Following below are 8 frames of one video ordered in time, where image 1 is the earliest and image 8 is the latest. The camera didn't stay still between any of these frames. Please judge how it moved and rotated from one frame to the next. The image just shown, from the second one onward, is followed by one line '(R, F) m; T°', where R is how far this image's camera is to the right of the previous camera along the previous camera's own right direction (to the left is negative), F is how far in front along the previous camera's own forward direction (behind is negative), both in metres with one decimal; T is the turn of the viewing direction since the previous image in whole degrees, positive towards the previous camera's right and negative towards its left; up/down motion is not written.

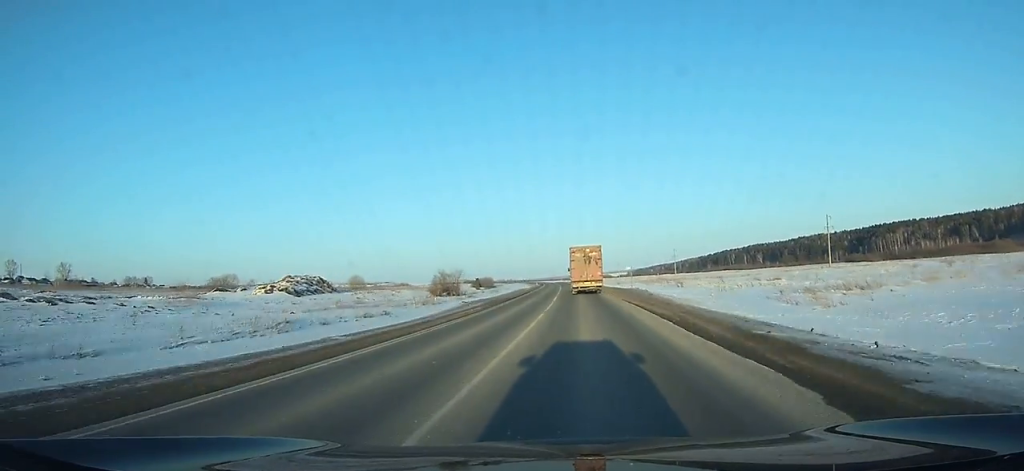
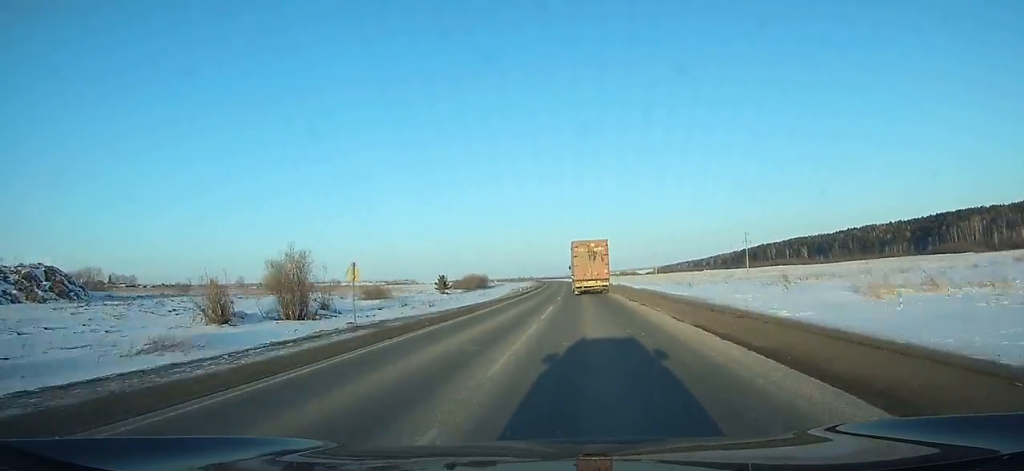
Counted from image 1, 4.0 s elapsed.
(-1.9, +90.5) m; -2°
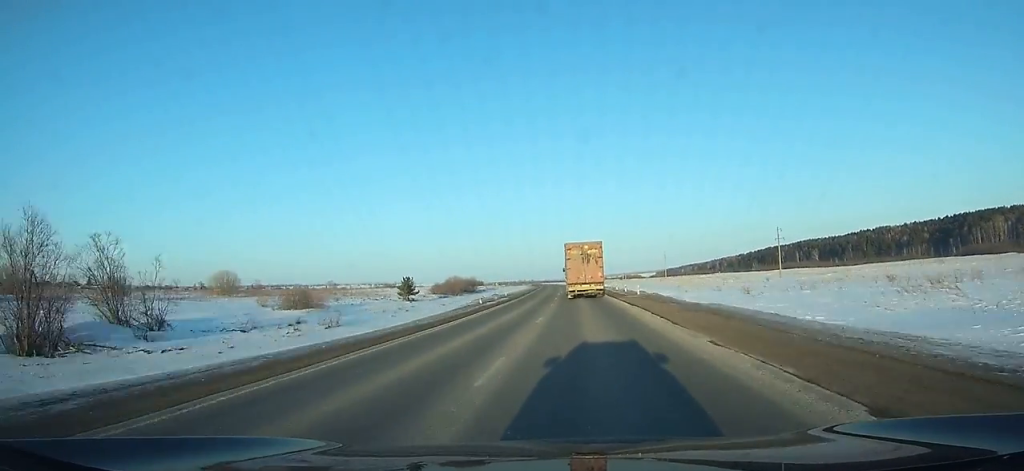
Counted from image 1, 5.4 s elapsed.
(-0.3, +31.9) m; -1°
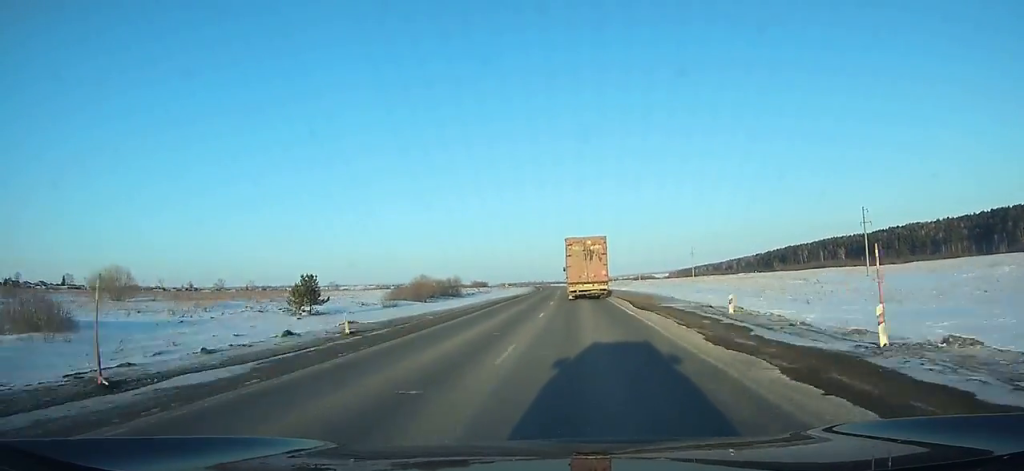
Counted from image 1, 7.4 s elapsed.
(-0.2, +45.8) m; -1°
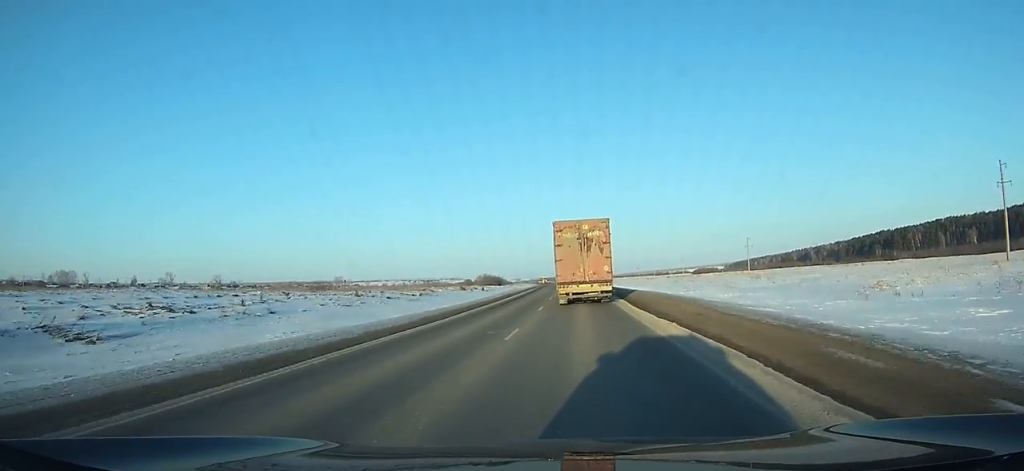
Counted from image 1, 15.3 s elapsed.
(-7.1, +176.2) m; -4°
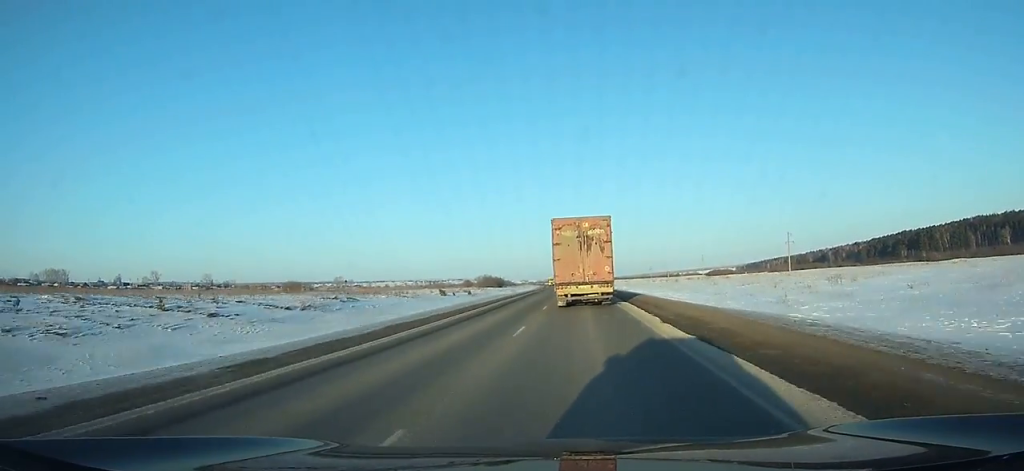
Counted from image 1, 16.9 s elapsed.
(-0.1, +35.1) m; 0°
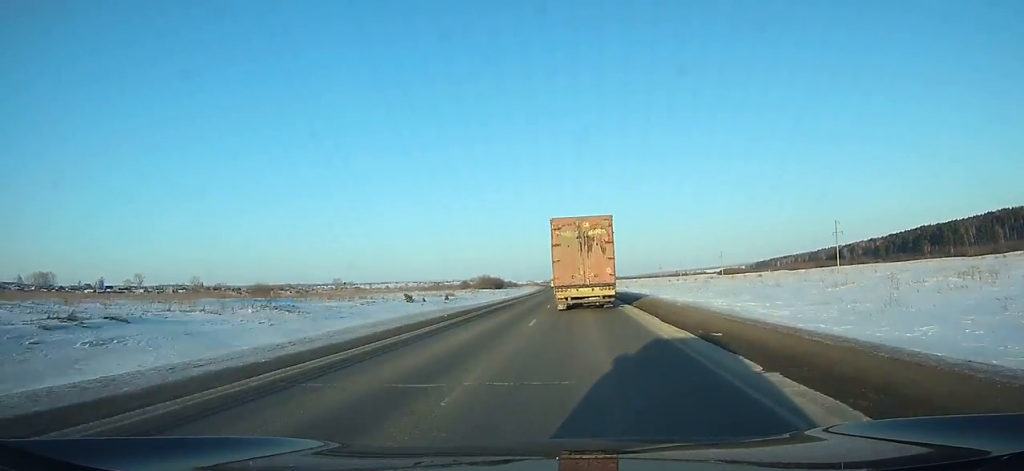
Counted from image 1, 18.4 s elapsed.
(-0.1, +33.0) m; -1°
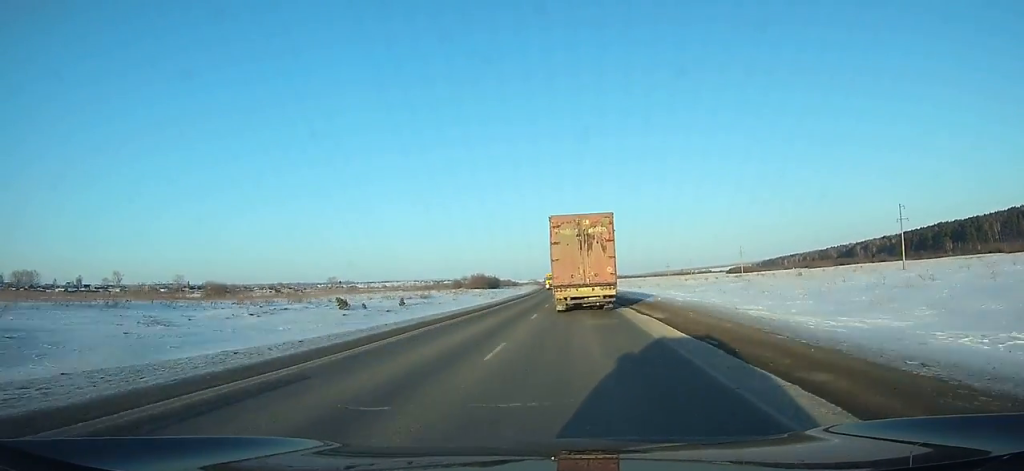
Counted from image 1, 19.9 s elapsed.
(0.0, +33.1) m; -1°
